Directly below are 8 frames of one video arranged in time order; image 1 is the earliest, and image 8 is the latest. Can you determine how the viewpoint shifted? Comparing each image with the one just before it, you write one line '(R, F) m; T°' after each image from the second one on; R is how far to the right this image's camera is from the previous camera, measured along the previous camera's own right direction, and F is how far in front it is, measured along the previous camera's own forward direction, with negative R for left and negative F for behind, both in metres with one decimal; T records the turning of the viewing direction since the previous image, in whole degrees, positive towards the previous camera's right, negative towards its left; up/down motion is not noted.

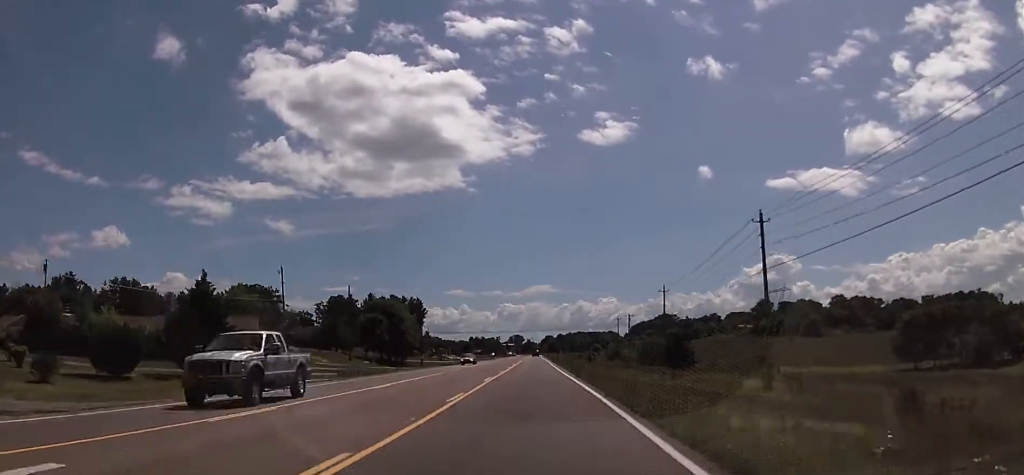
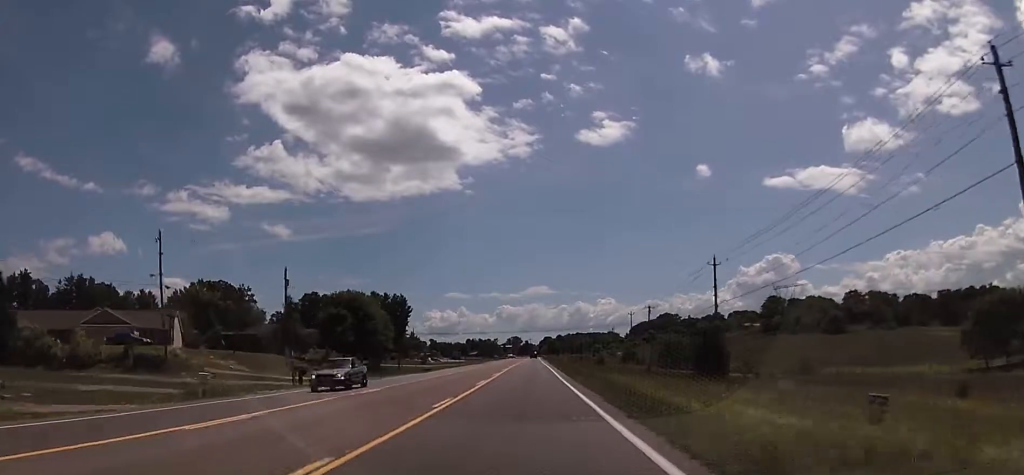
(-0.3, +26.1) m; 0°
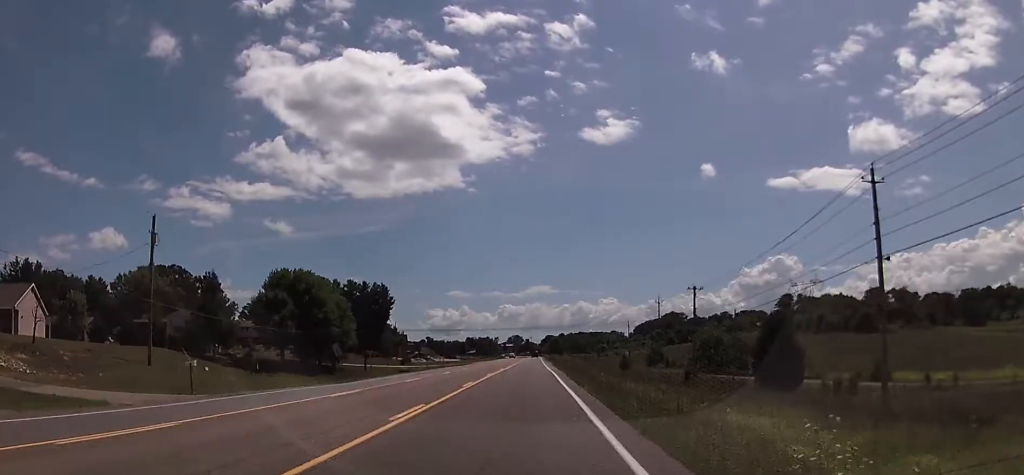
(+0.2, +30.0) m; 0°
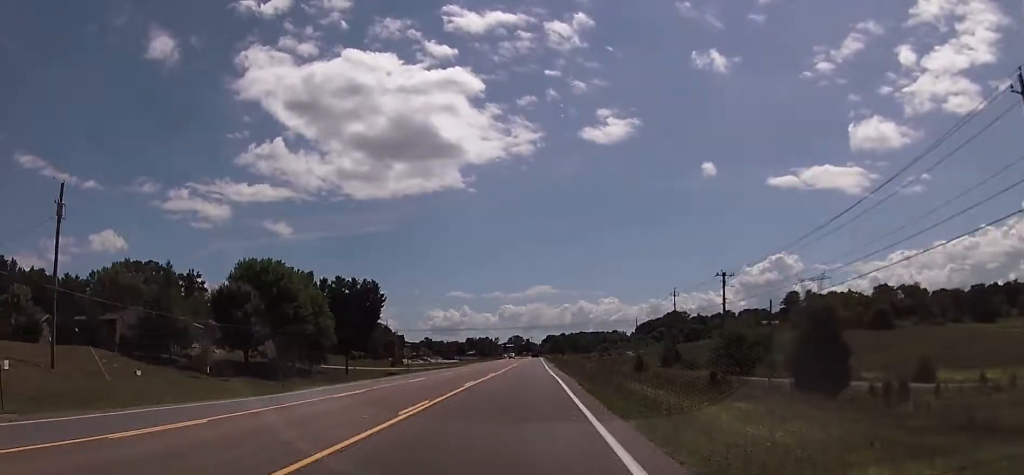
(-0.2, +12.0) m; 0°
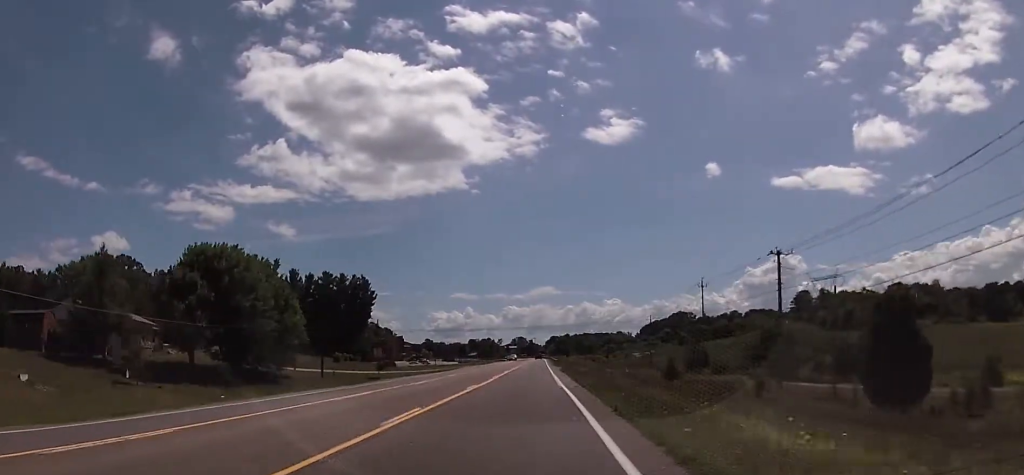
(+0.1, +14.2) m; 0°
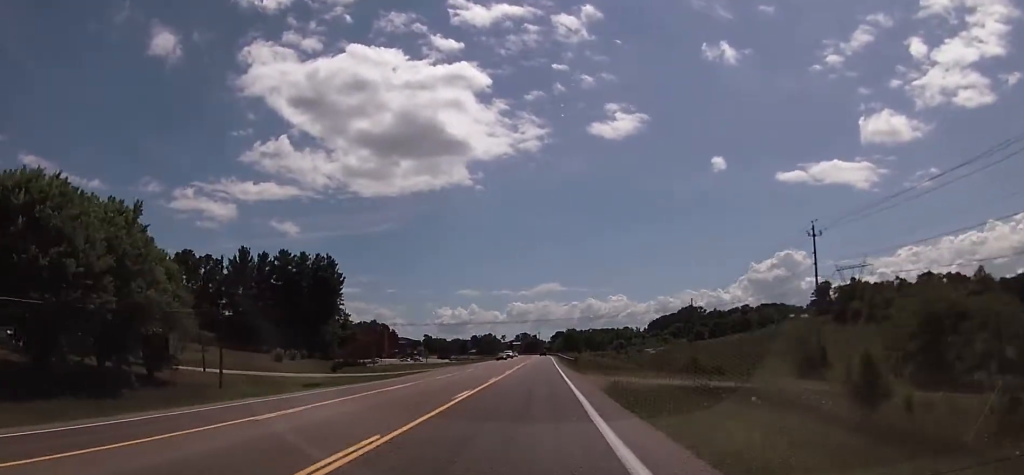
(-0.1, +32.3) m; 0°
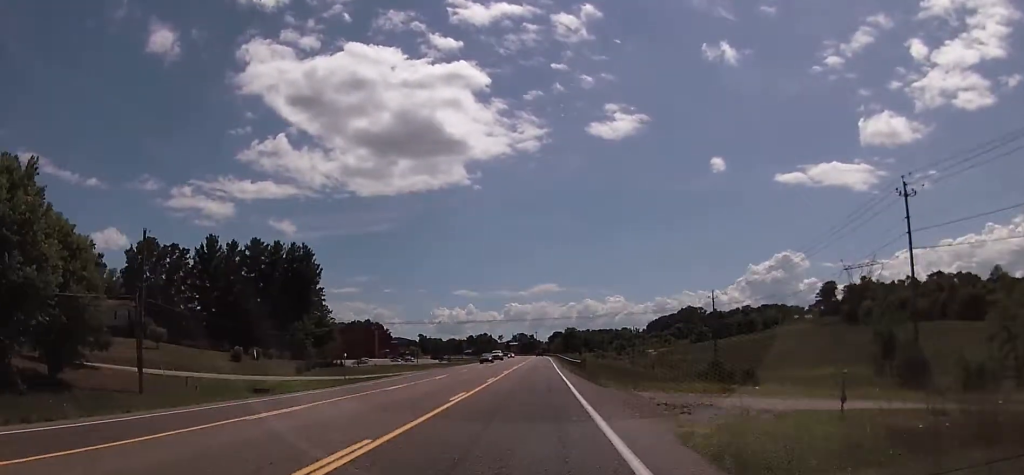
(+0.1, +13.5) m; 0°
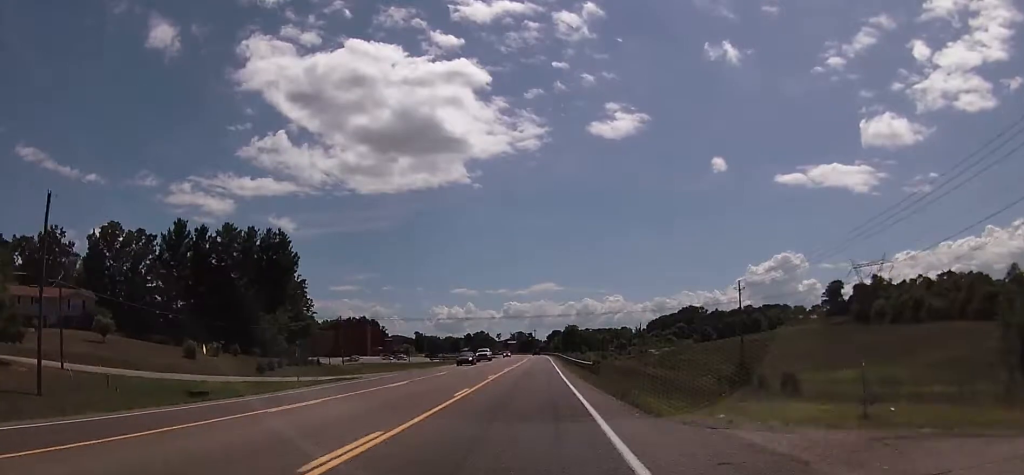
(+0.1, +12.0) m; 0°
